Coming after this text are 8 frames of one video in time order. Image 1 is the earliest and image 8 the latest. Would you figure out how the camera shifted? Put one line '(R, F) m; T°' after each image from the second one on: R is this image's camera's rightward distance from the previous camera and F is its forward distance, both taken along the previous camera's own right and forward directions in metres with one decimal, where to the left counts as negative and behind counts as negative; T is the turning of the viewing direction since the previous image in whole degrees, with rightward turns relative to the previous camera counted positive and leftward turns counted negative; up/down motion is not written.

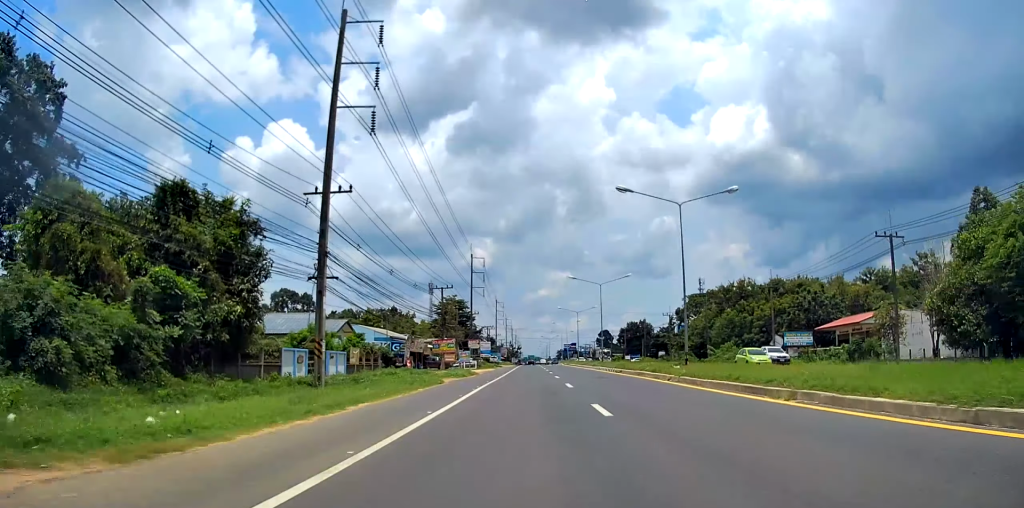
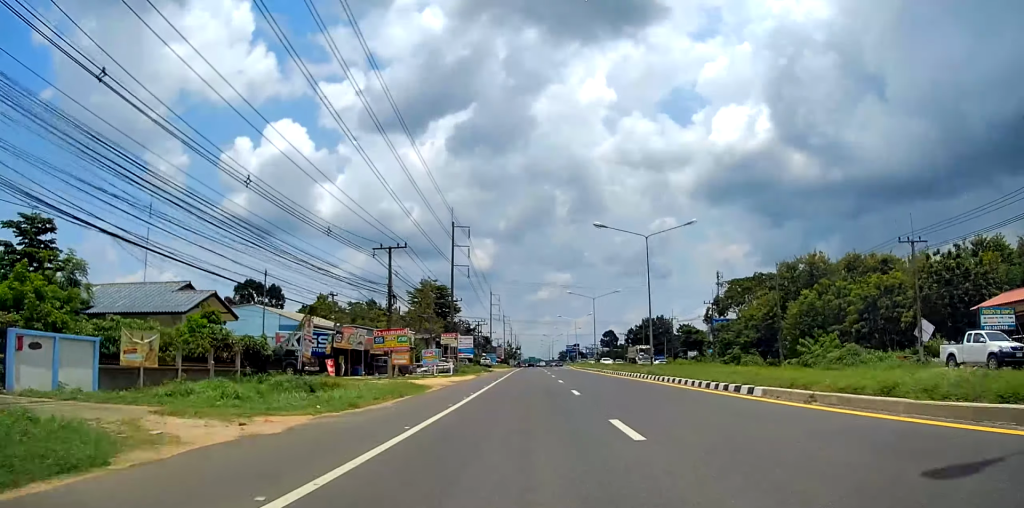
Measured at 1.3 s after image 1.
(-0.1, +27.1) m; 0°
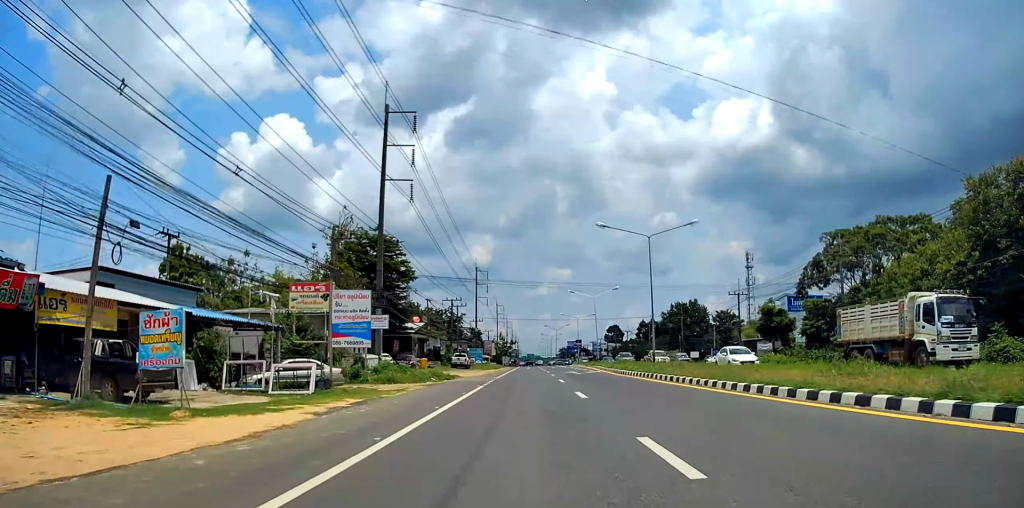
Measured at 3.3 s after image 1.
(+0.3, +39.5) m; 0°
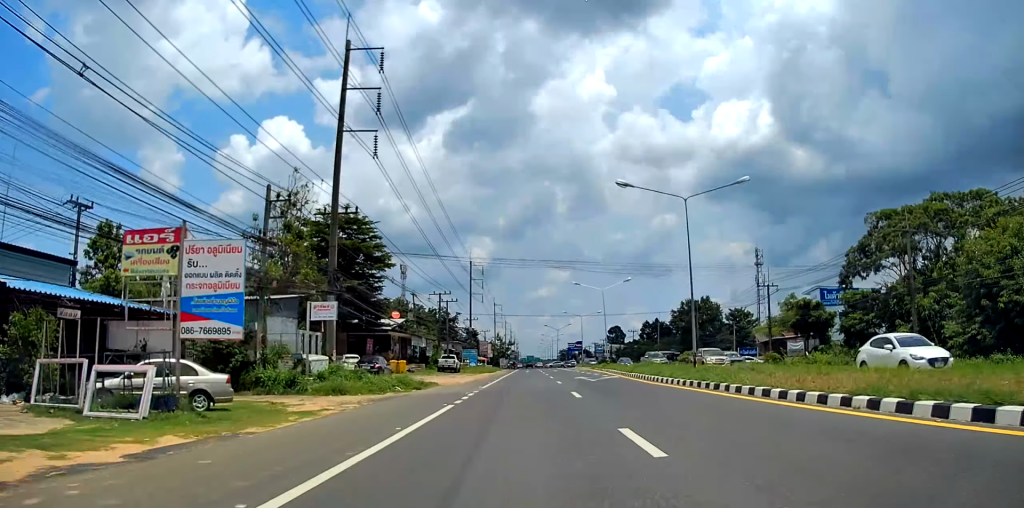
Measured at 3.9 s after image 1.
(-0.1, +10.5) m; 0°
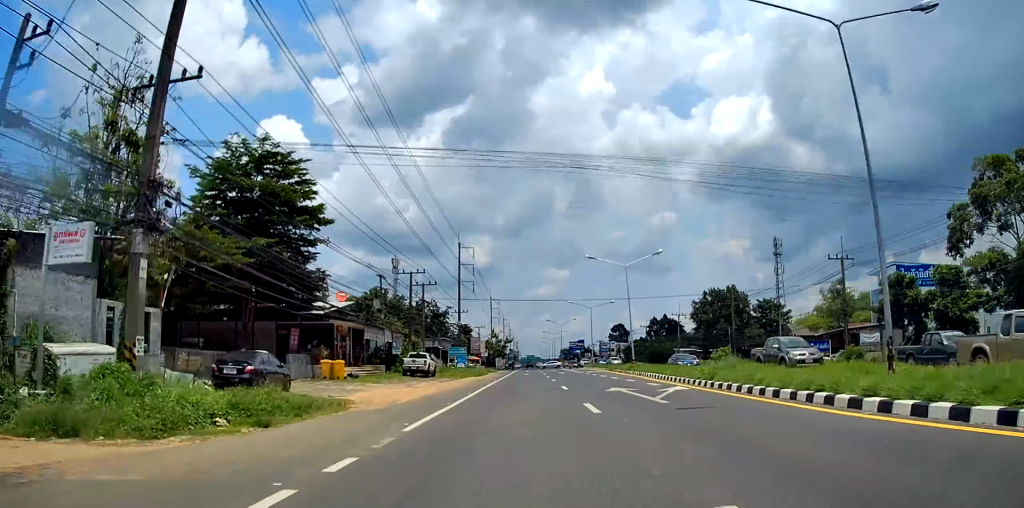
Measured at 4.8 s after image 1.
(+0.1, +17.5) m; +1°
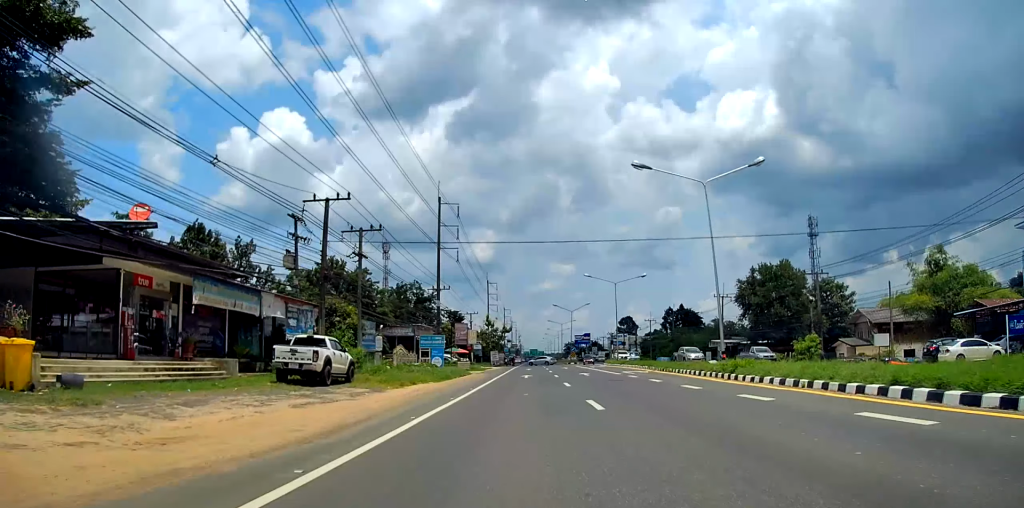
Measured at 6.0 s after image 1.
(+0.1, +24.0) m; 0°
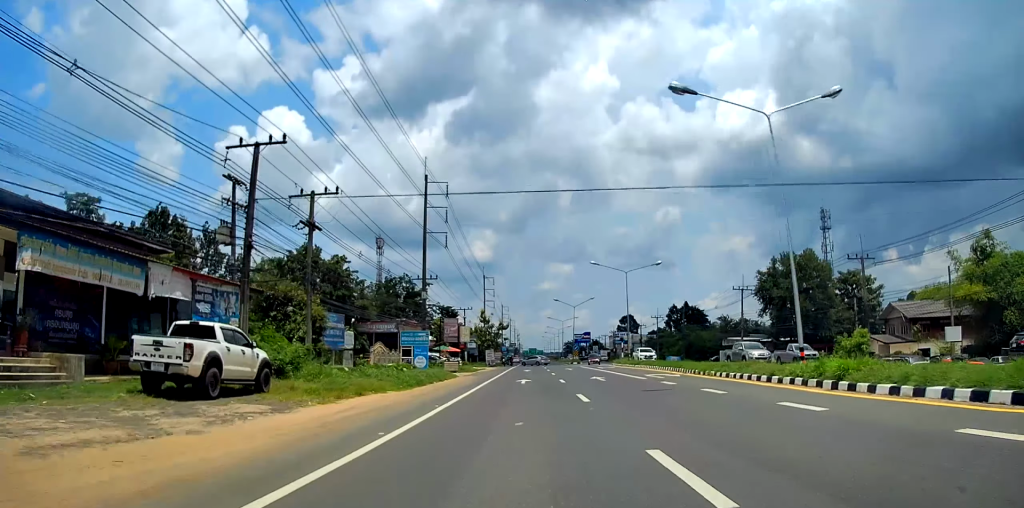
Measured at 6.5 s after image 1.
(0.0, +9.3) m; 0°
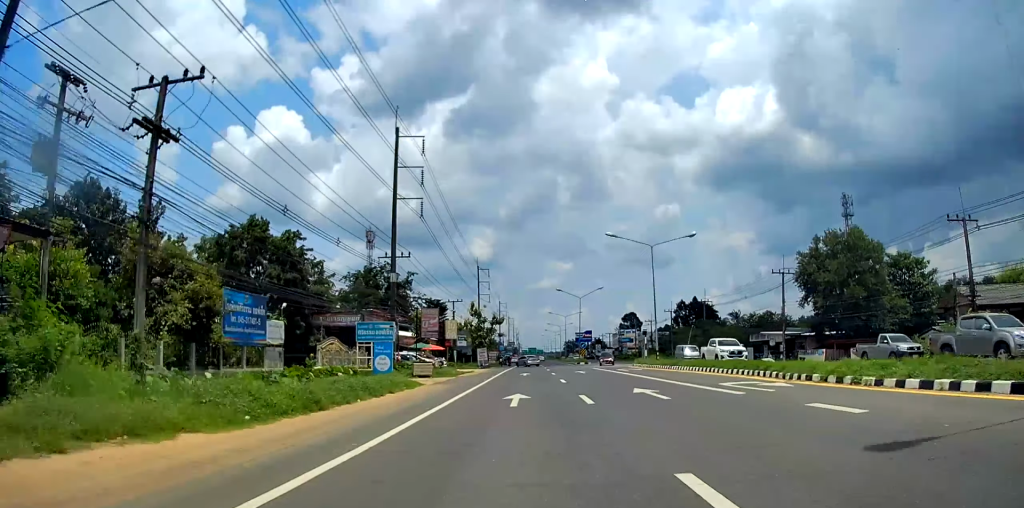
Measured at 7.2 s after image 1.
(0.0, +13.5) m; 0°
